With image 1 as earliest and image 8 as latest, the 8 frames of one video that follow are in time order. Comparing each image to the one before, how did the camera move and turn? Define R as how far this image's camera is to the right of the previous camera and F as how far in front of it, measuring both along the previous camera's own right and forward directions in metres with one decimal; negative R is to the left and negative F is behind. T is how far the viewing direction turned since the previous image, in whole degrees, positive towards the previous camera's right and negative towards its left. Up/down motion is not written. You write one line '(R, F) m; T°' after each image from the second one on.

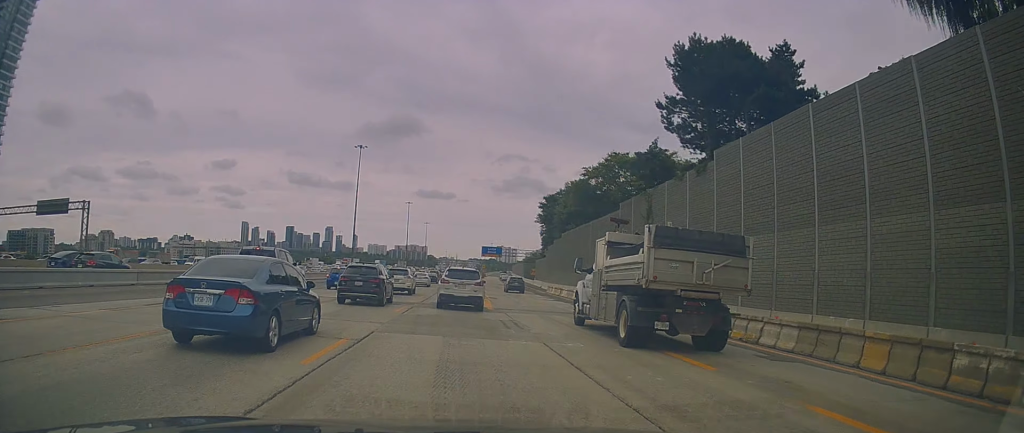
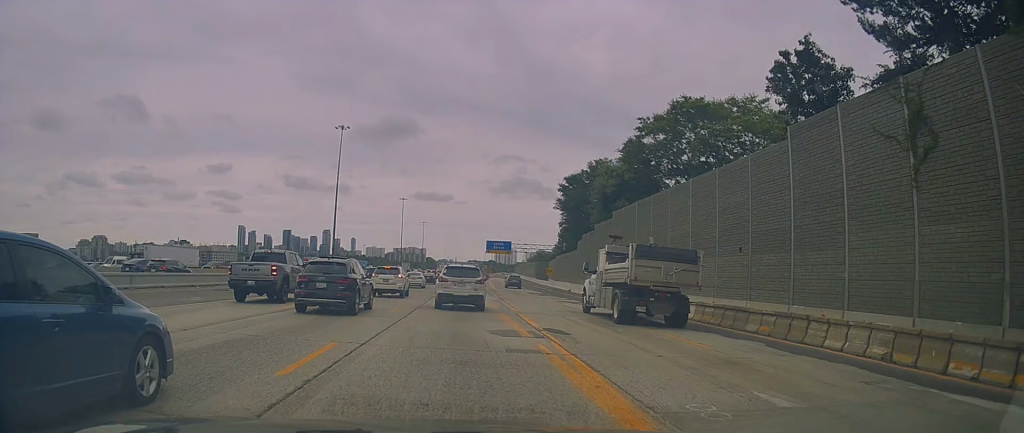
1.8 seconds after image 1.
(-0.4, +24.4) m; -2°
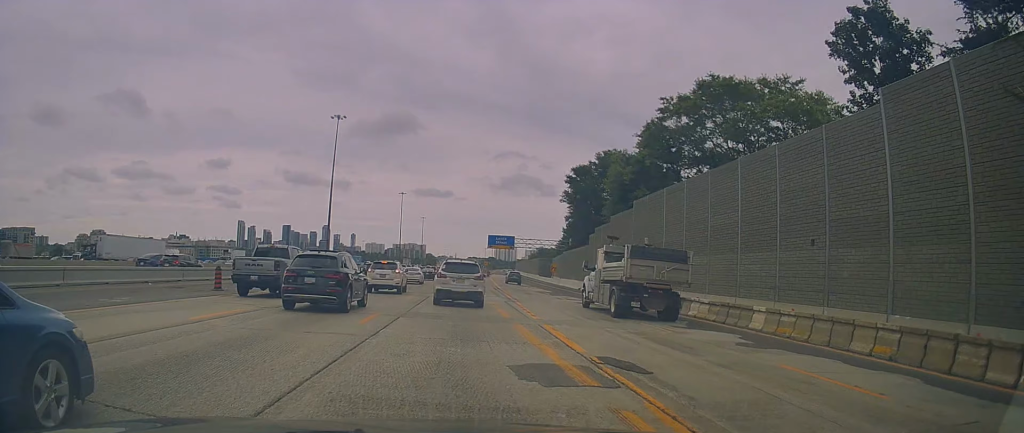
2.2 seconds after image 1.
(+0.1, +6.0) m; -1°
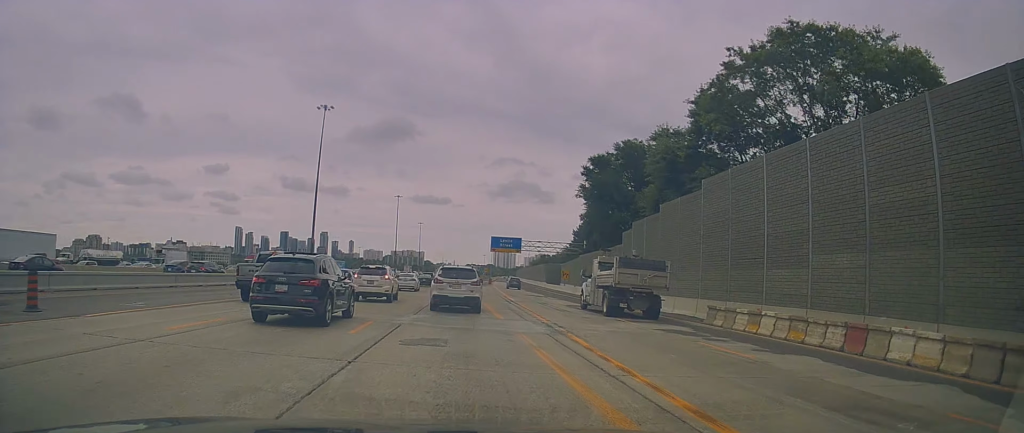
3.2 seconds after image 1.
(-0.3, +13.5) m; +1°
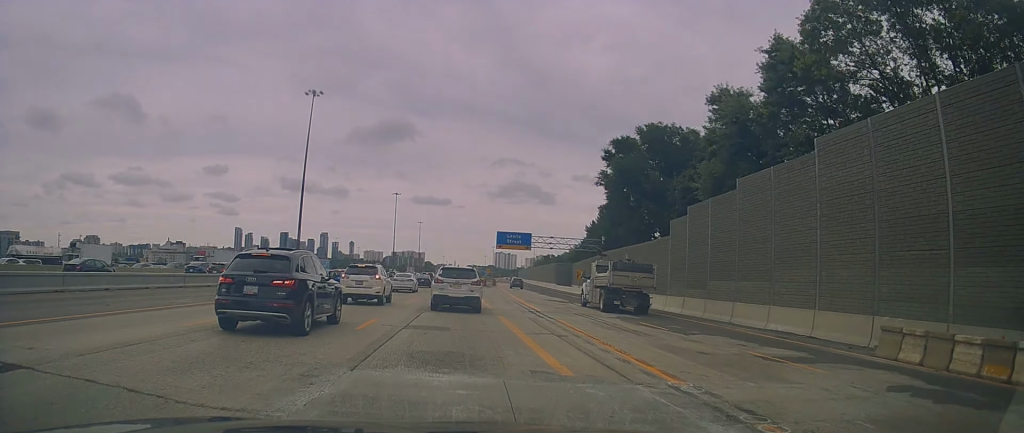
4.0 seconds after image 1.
(+0.4, +11.5) m; +2°
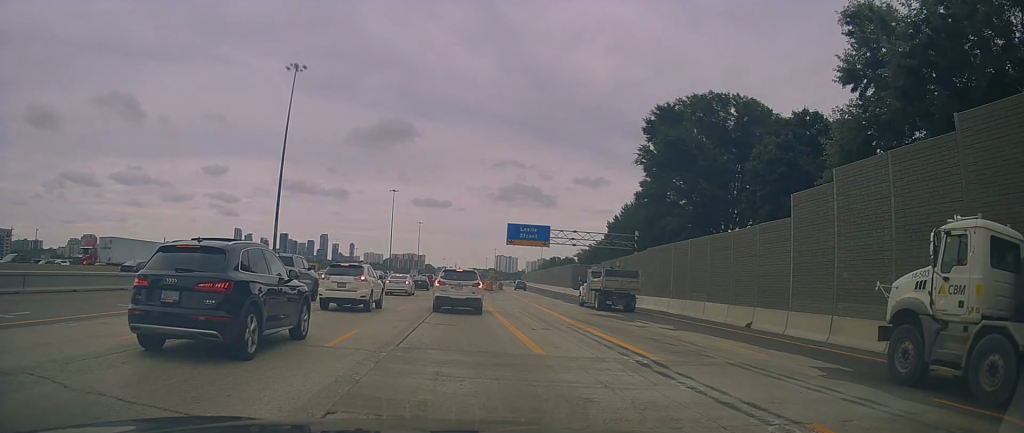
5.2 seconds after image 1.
(+0.1, +15.3) m; -1°
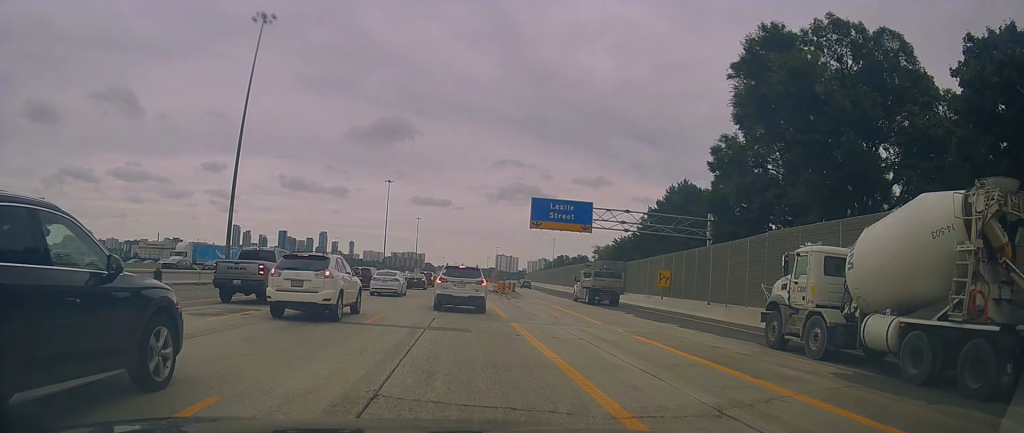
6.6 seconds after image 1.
(-0.2, +19.8) m; -1°
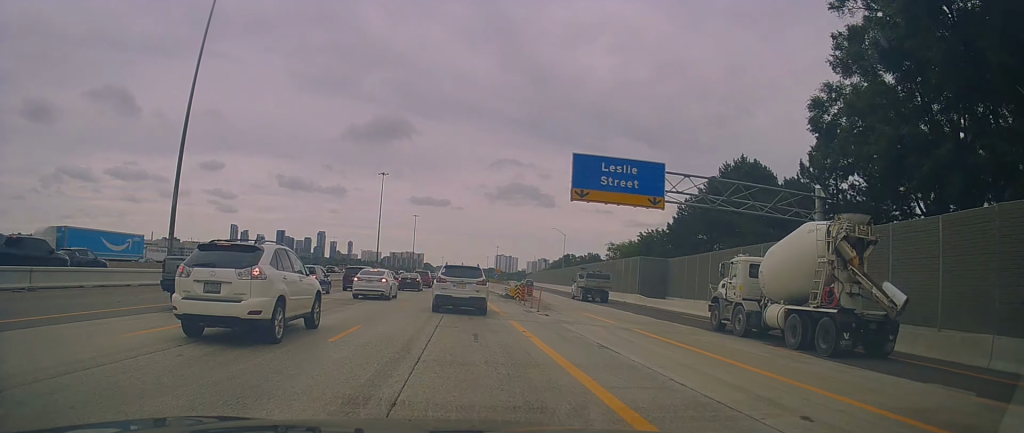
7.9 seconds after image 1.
(0.0, +16.6) m; 0°
